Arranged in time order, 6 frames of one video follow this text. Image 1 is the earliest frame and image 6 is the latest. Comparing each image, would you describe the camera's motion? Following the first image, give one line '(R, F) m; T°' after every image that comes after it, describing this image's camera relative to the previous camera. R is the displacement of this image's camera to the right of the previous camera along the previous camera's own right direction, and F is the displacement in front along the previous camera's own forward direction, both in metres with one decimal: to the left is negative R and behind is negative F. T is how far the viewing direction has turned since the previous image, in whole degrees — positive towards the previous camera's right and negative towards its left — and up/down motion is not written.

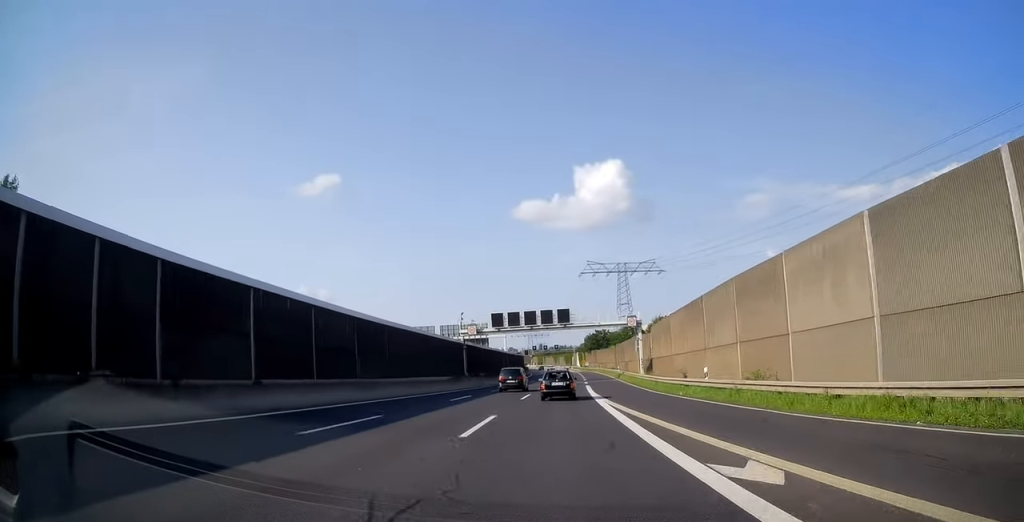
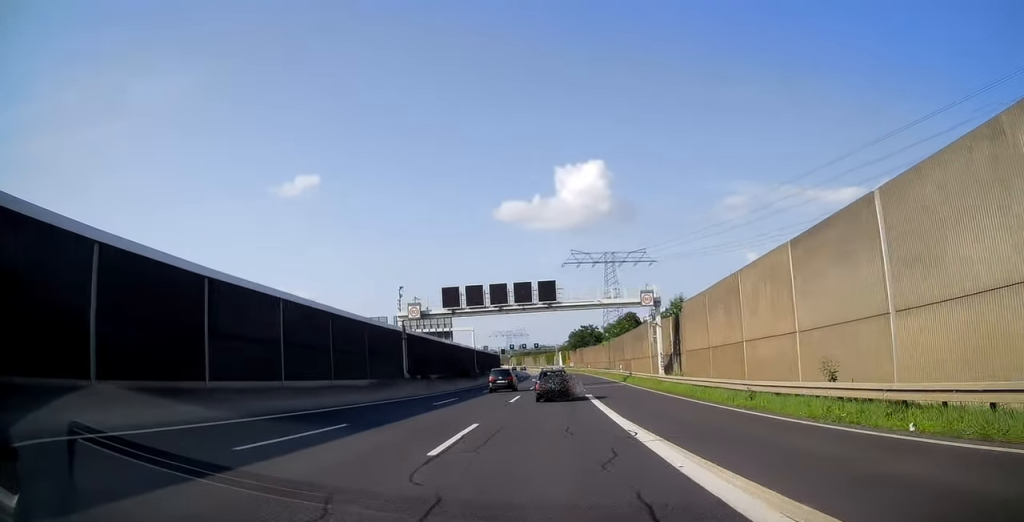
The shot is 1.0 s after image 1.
(+0.3, +20.2) m; +2°
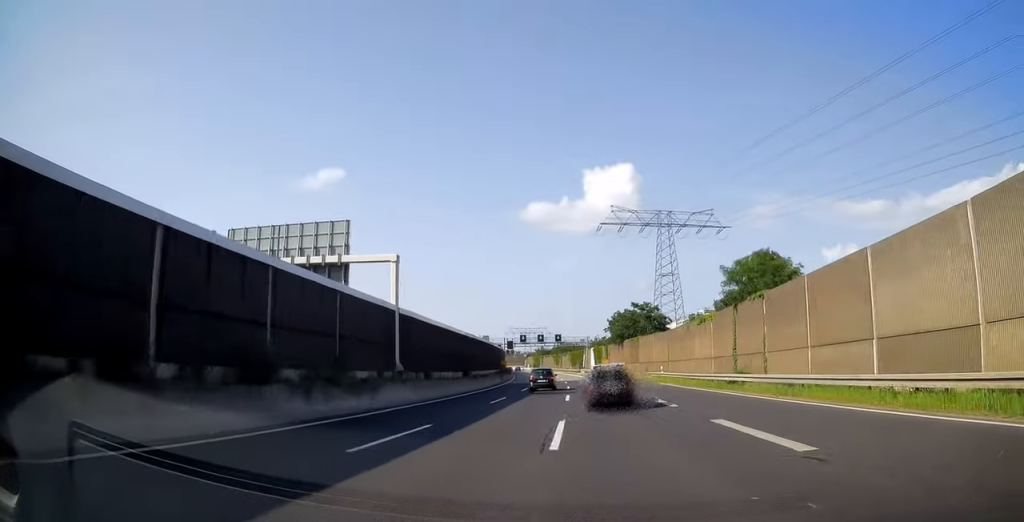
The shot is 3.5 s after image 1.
(+0.9, +53.1) m; 0°
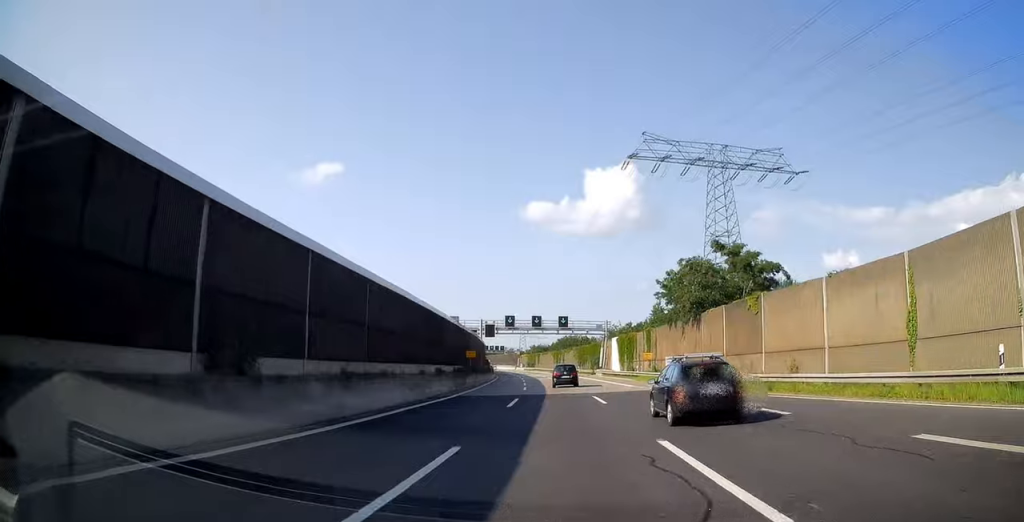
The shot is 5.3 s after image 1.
(-0.5, +41.4) m; -1°
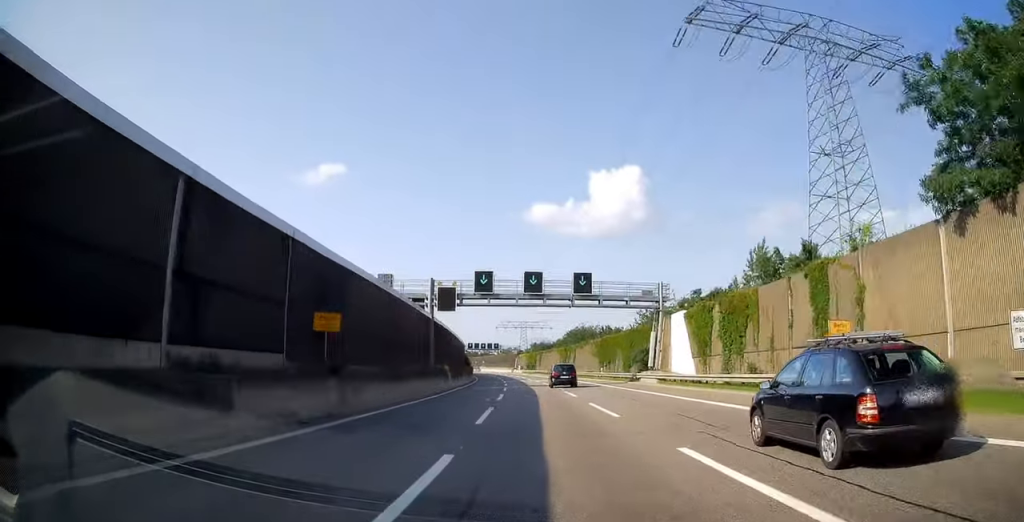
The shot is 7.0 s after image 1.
(+0.1, +36.8) m; -1°
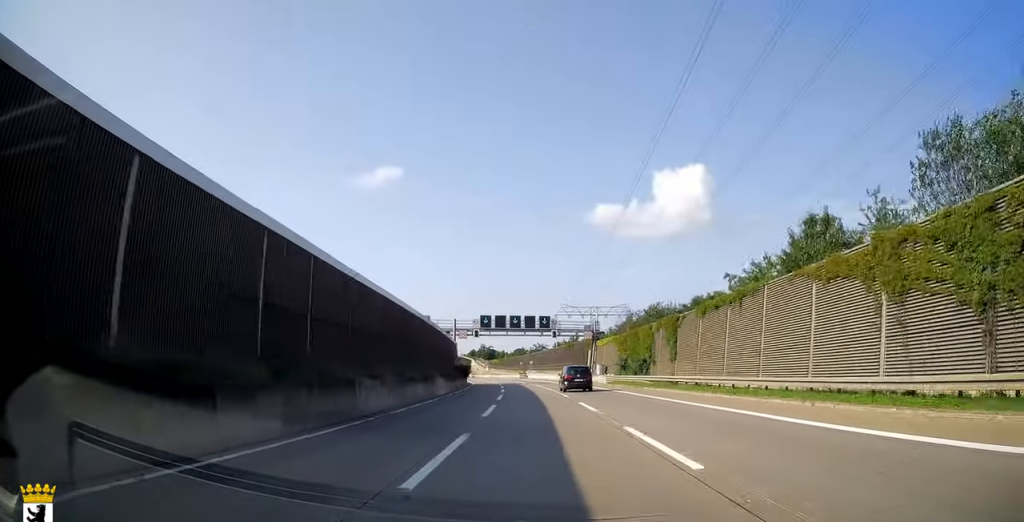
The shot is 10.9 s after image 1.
(-4.0, +91.9) m; -5°
